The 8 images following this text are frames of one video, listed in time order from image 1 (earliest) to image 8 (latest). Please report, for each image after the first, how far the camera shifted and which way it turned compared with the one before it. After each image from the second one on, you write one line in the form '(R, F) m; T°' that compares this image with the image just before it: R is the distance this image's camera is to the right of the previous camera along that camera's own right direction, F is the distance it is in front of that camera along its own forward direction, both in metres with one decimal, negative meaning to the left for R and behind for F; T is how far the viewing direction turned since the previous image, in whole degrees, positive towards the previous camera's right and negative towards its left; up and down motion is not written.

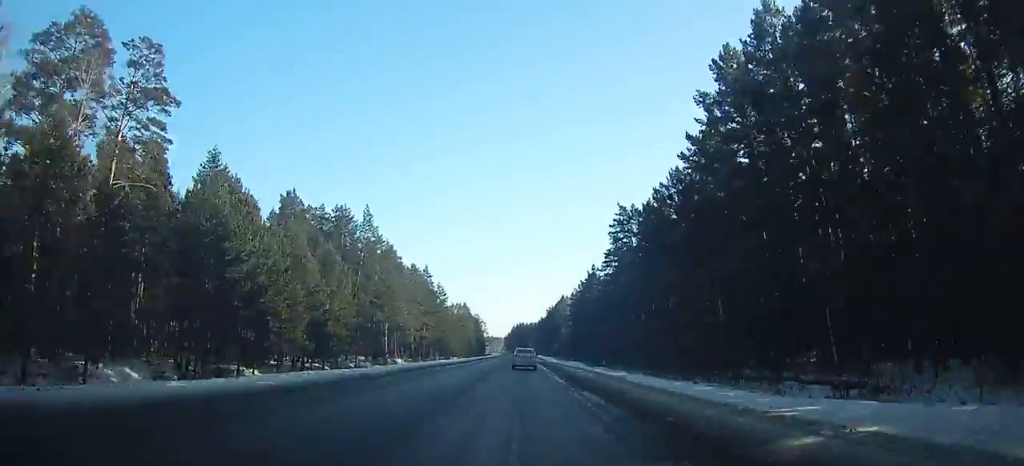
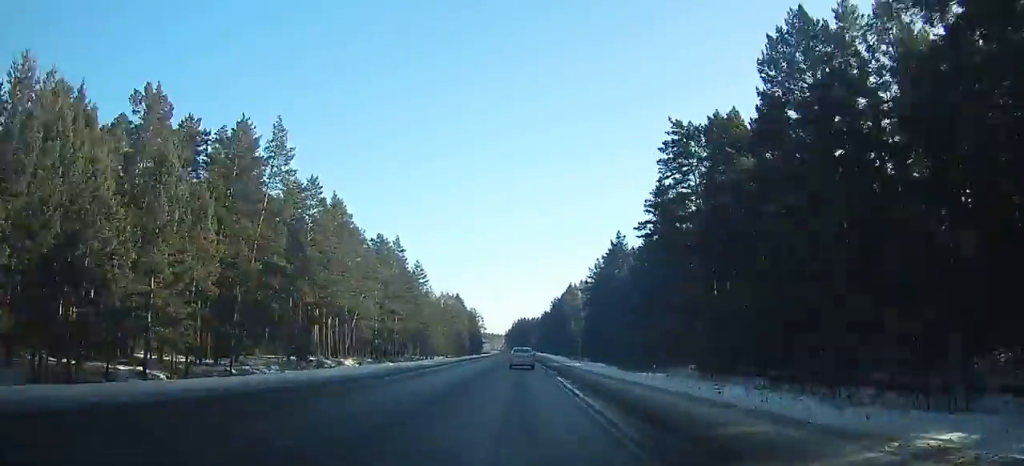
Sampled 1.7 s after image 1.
(0.0, +36.6) m; 0°
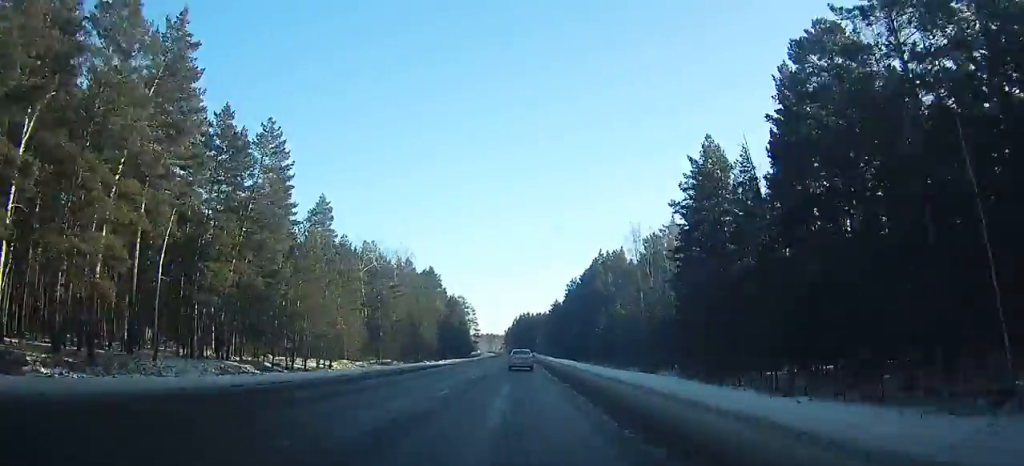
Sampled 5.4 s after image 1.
(0.0, +79.4) m; 0°
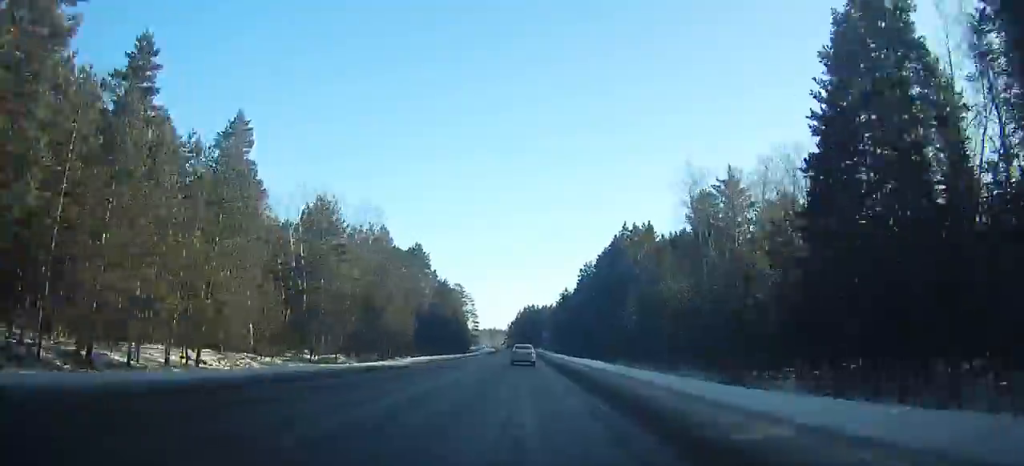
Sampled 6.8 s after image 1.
(+0.1, +30.0) m; 0°
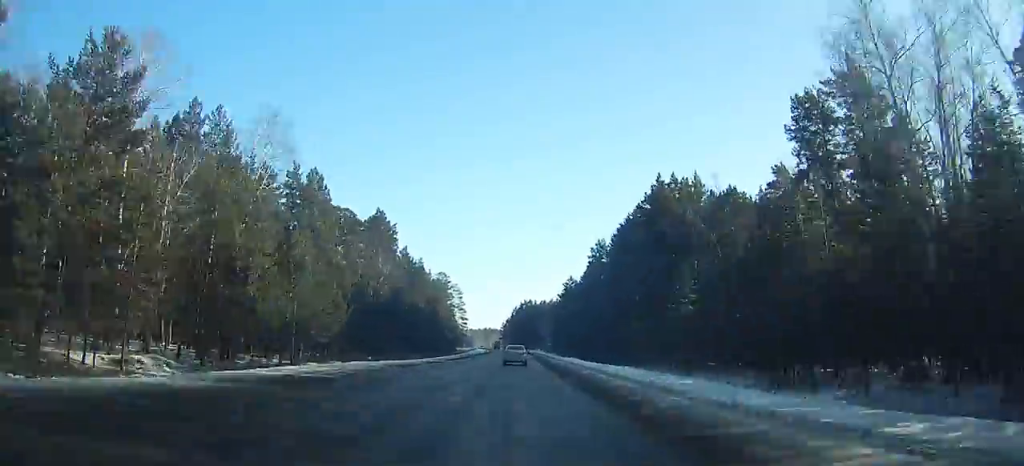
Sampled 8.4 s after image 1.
(-0.1, +34.3) m; 0°
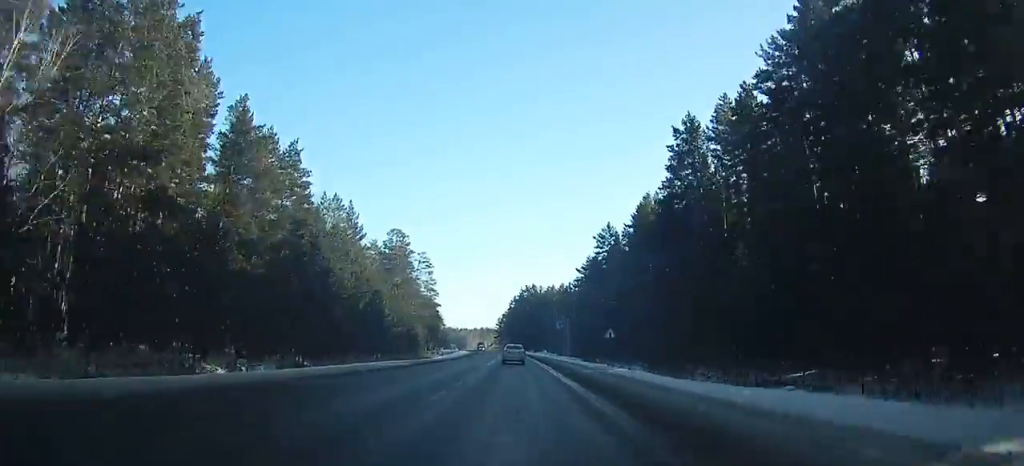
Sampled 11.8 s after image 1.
(-0.1, +73.3) m; -1°
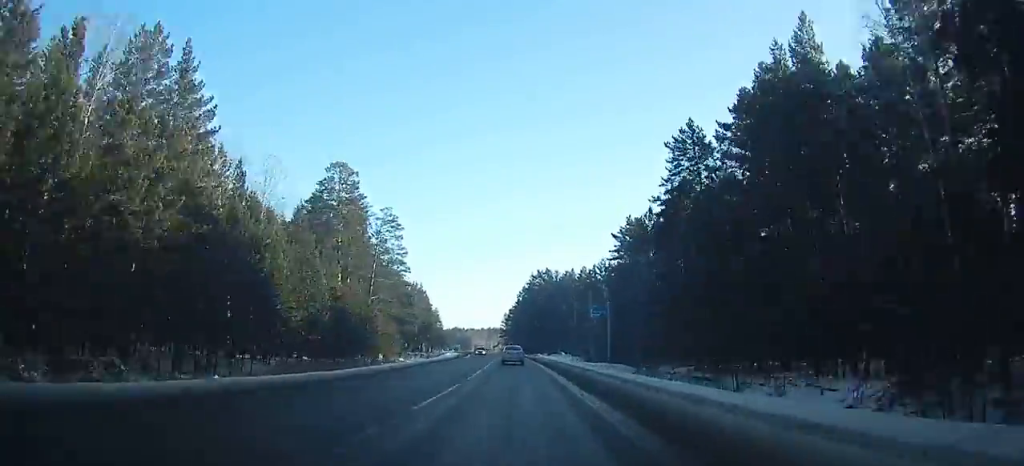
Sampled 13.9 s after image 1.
(-0.2, +45.5) m; -1°
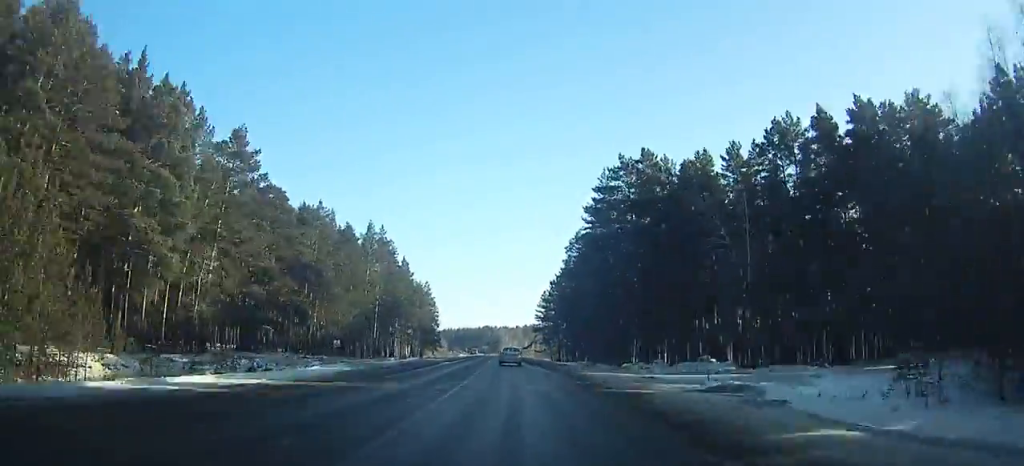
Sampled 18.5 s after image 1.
(-2.8, +100.8) m; -4°
